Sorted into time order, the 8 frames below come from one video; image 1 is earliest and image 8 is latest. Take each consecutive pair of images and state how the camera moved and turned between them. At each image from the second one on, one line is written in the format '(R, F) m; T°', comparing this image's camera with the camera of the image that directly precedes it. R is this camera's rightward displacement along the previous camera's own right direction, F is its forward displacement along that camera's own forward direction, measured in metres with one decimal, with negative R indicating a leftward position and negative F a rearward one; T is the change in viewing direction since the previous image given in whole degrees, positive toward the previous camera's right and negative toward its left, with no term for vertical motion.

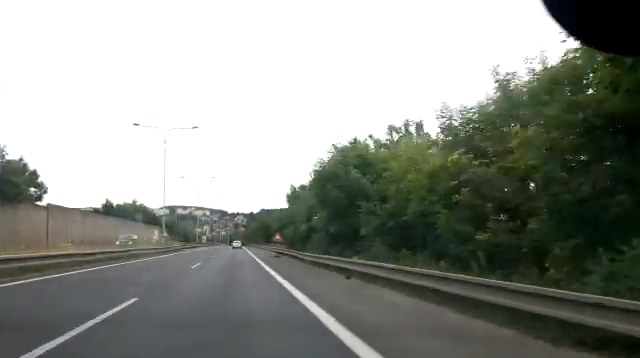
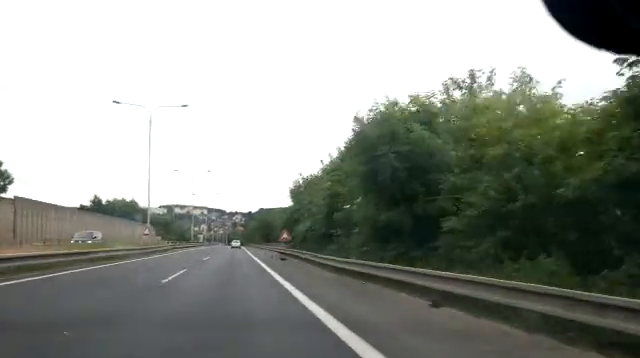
(+0.1, +7.9) m; 0°
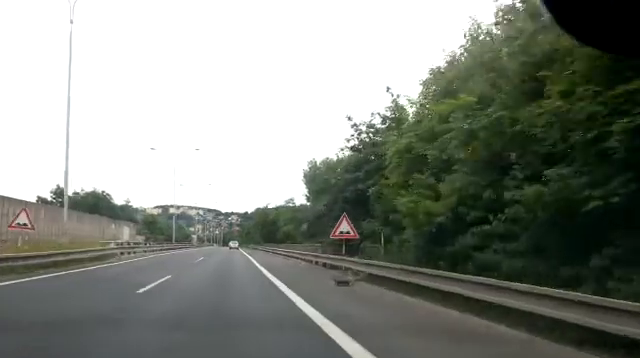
(+0.2, +20.1) m; +1°
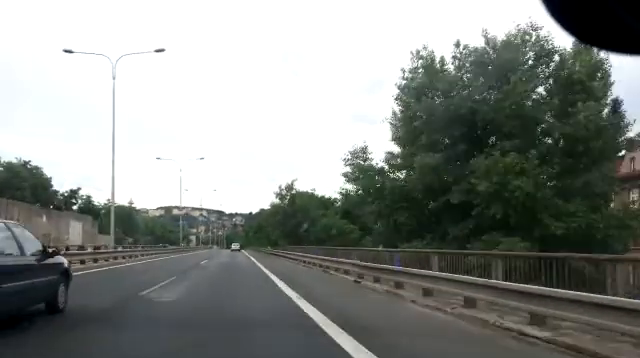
(+0.2, +34.4) m; 0°
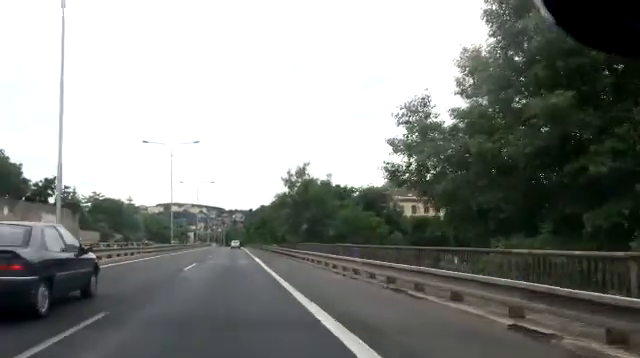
(-0.1, +9.5) m; 0°
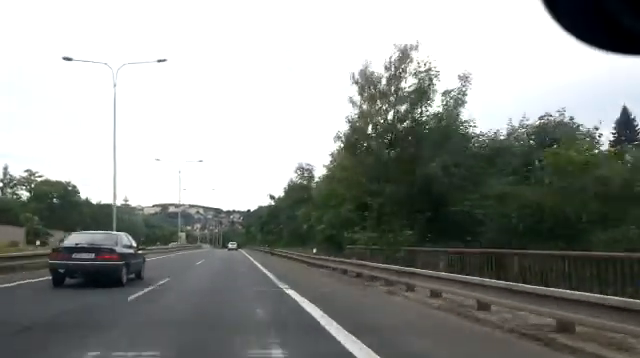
(+0.2, +27.3) m; +1°
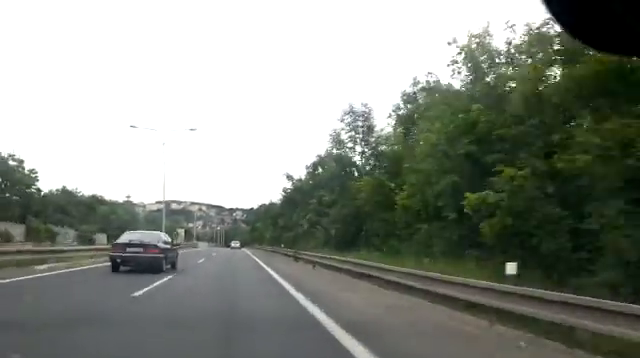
(+0.1, +17.9) m; 0°
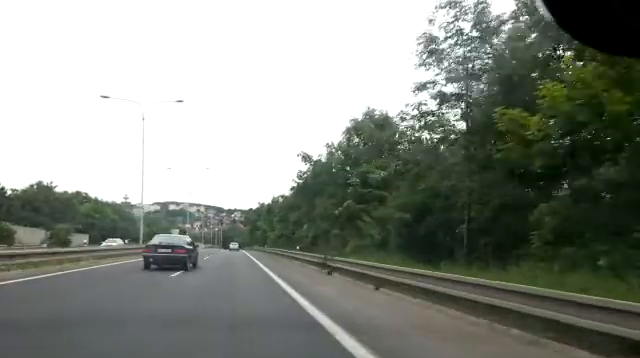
(-0.1, +11.5) m; 0°
